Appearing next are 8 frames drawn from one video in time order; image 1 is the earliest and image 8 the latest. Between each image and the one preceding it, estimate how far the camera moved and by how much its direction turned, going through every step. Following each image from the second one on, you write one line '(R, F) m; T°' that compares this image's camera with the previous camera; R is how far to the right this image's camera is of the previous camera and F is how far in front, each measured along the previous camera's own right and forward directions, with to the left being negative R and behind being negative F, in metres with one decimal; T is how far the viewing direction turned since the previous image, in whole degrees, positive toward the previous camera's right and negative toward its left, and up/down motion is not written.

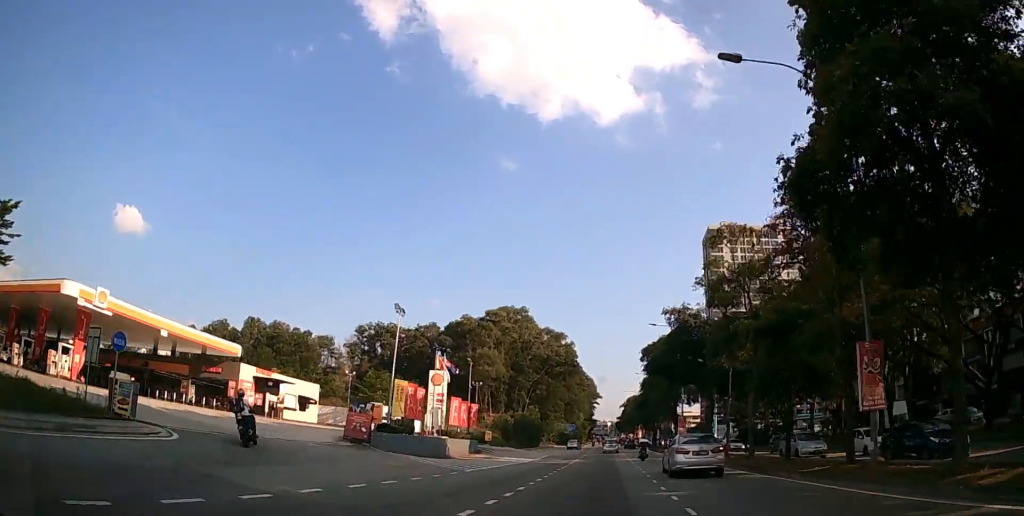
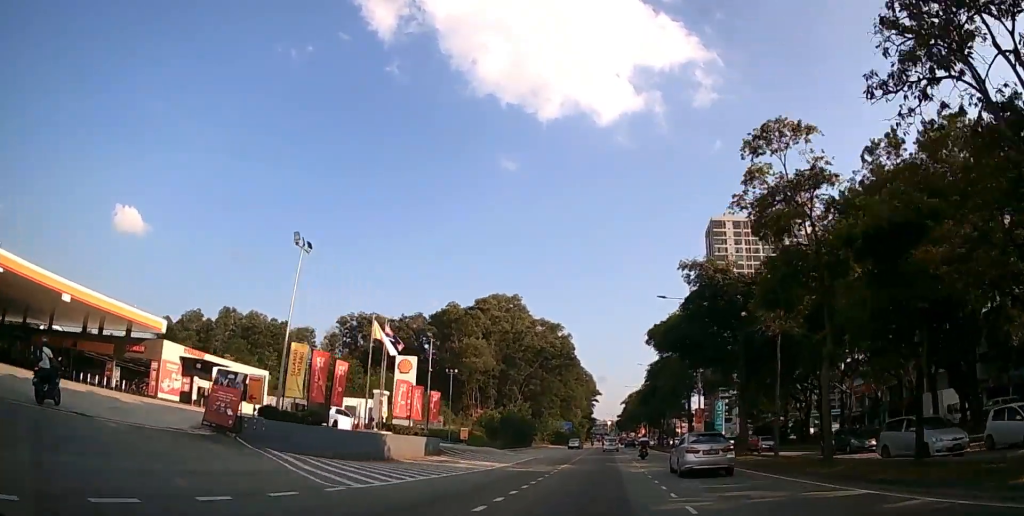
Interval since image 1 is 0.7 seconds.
(0.0, +10.6) m; 0°
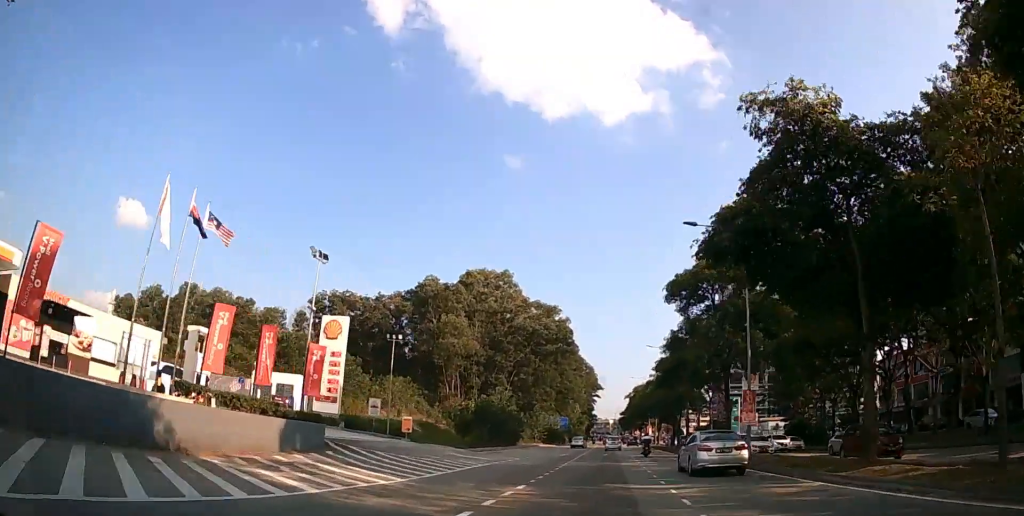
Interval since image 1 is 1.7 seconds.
(-0.1, +15.4) m; 0°
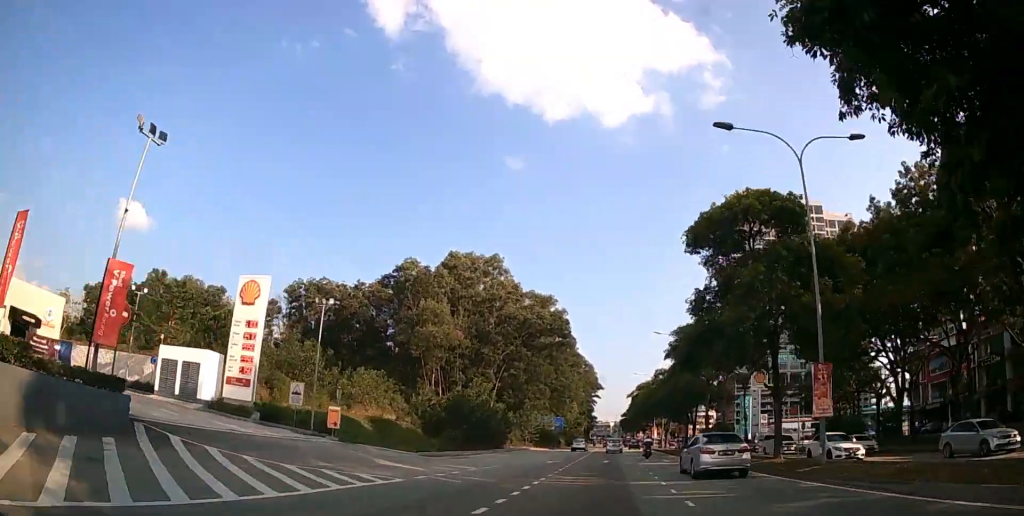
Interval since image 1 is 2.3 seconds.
(0.0, +10.4) m; 0°
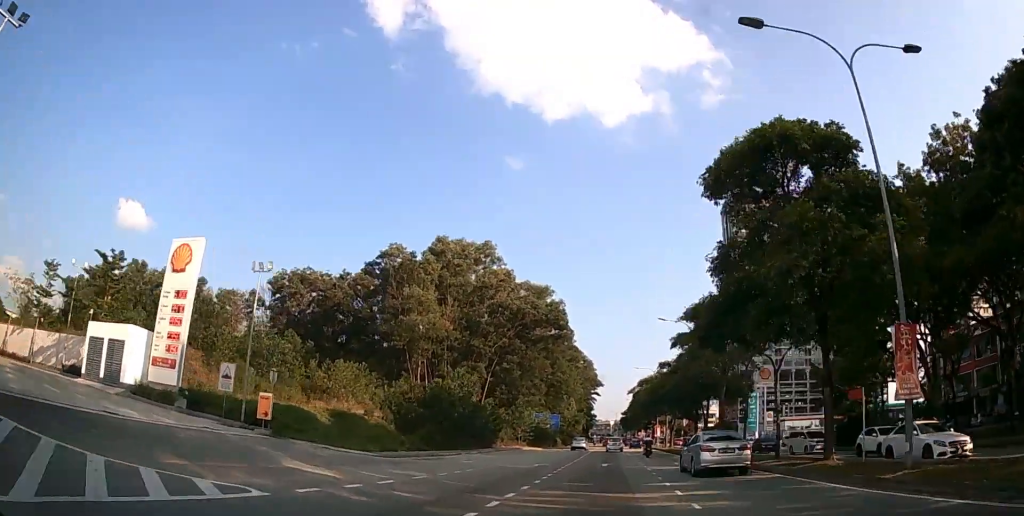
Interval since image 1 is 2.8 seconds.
(0.0, +6.1) m; 0°
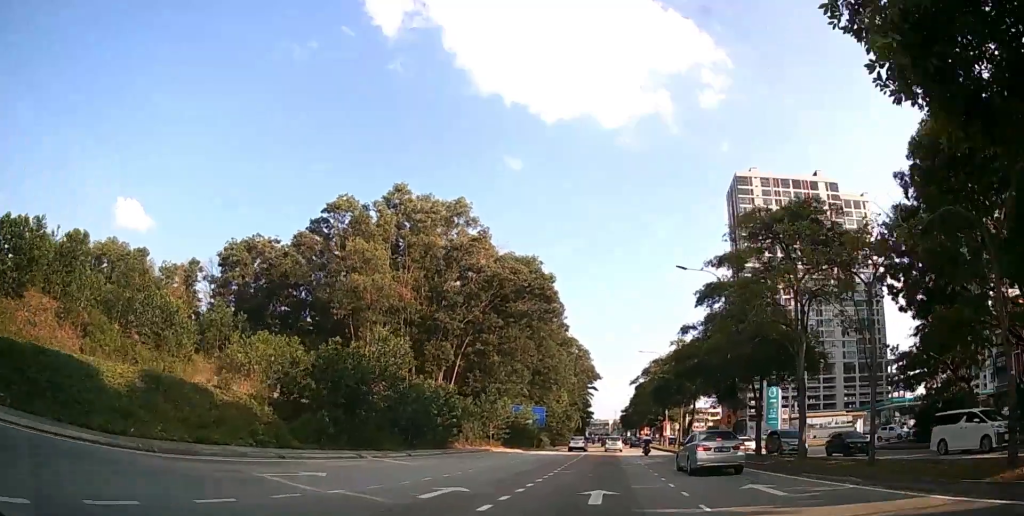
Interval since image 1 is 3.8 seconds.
(0.0, +16.2) m; 0°
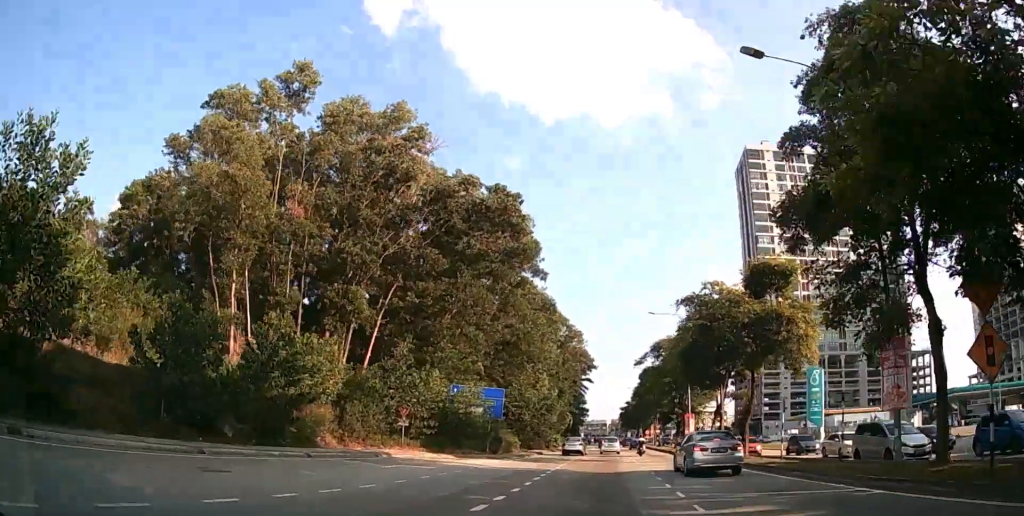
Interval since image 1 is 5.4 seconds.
(+0.1, +23.3) m; +1°
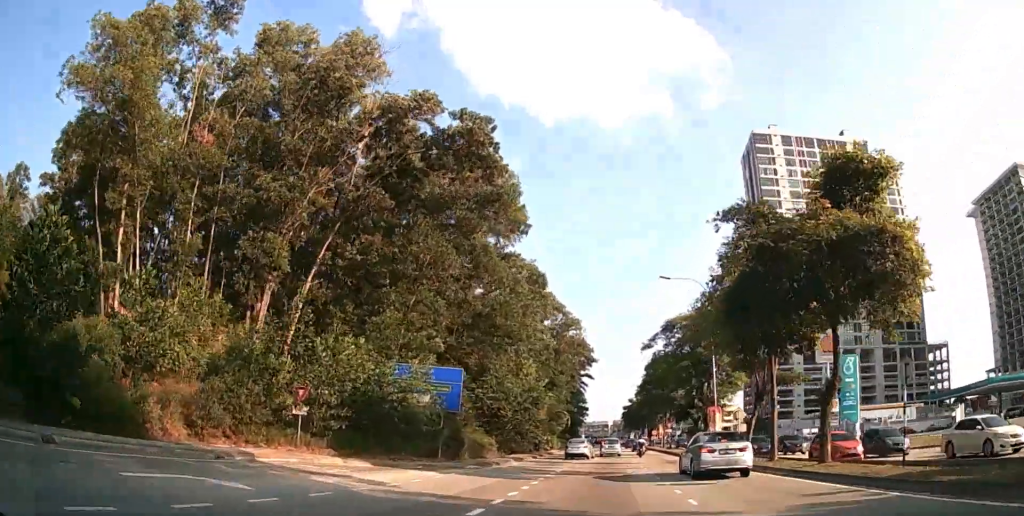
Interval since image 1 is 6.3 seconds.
(0.0, +11.4) m; 0°
